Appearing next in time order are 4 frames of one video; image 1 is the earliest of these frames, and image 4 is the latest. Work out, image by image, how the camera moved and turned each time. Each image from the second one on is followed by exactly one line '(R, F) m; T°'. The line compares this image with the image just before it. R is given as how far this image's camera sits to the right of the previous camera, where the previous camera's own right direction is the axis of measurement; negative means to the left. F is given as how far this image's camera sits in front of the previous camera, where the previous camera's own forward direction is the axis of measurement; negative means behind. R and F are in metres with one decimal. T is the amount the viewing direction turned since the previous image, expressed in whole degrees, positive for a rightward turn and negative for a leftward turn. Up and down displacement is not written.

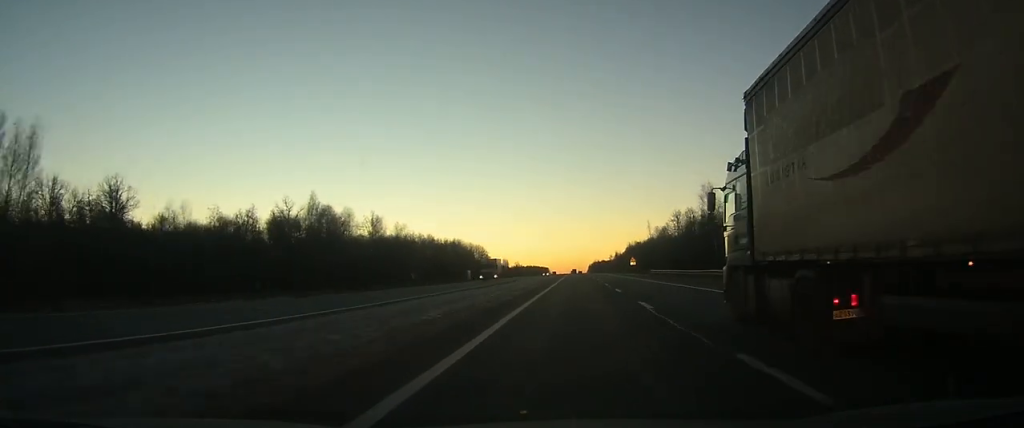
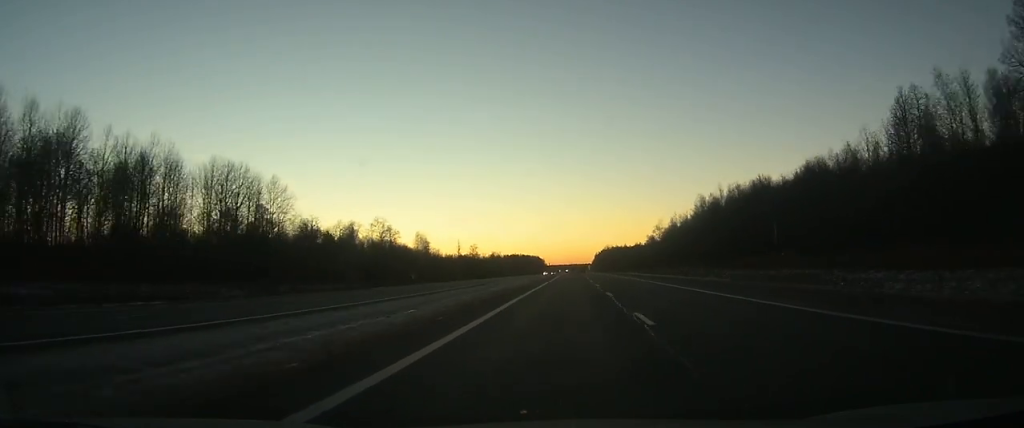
(0.0, +247.3) m; 0°
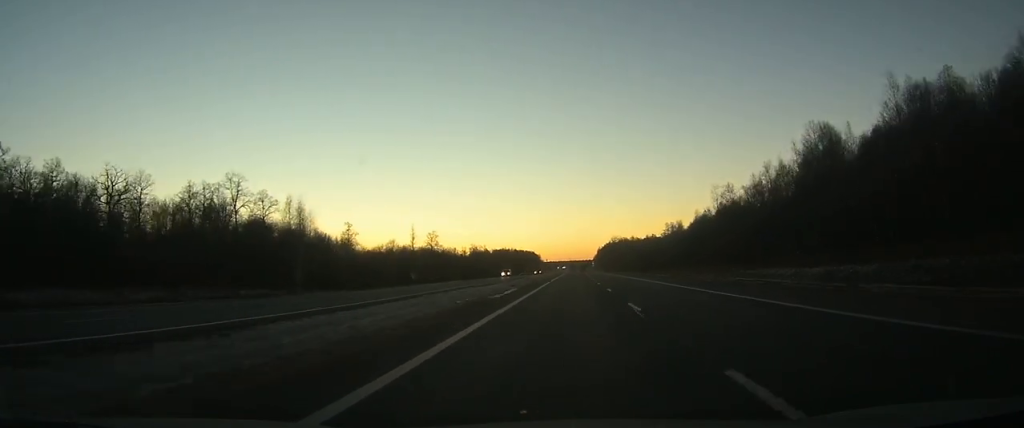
(-0.5, +91.8) m; 0°
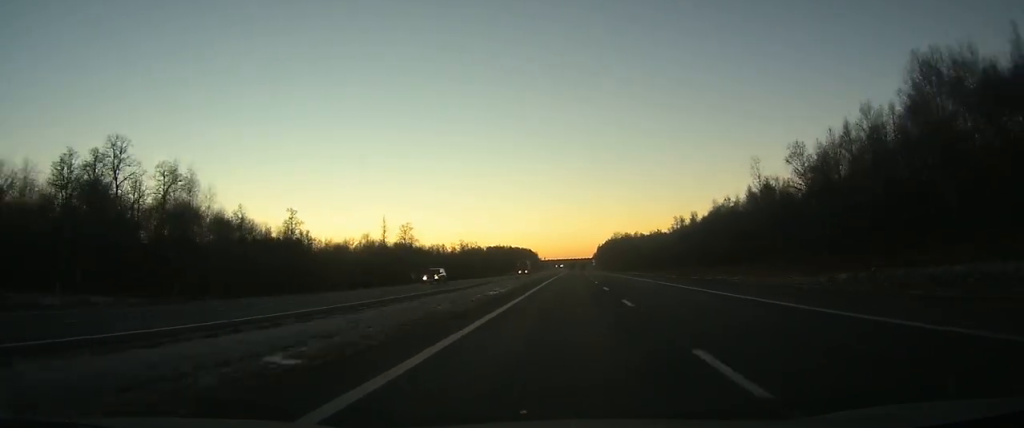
(+0.1, +34.0) m; 0°
